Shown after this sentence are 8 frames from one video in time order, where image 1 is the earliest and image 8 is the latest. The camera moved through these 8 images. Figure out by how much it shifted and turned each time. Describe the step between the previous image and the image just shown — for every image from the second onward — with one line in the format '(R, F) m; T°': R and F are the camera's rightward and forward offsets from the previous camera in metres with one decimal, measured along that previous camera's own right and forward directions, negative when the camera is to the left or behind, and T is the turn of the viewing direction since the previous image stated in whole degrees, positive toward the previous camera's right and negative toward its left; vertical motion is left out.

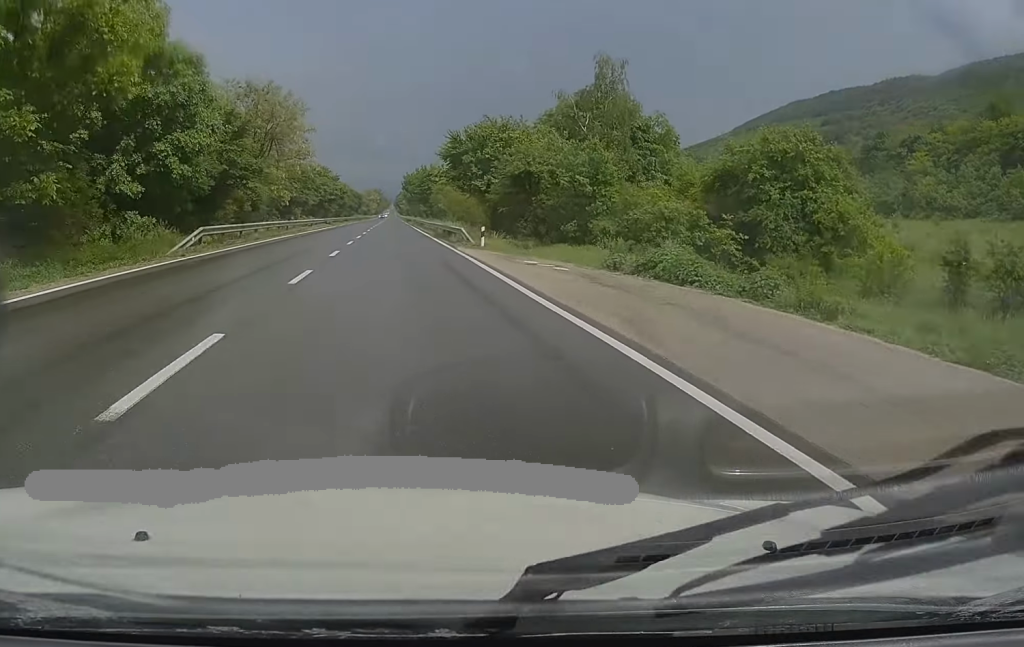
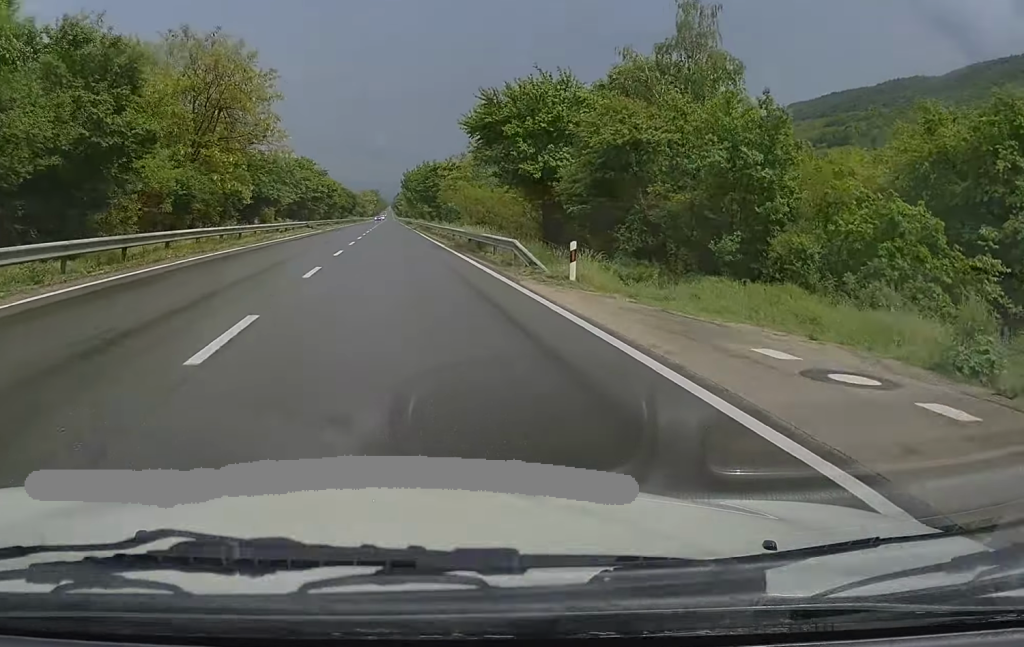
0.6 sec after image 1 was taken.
(+0.1, +16.0) m; 0°
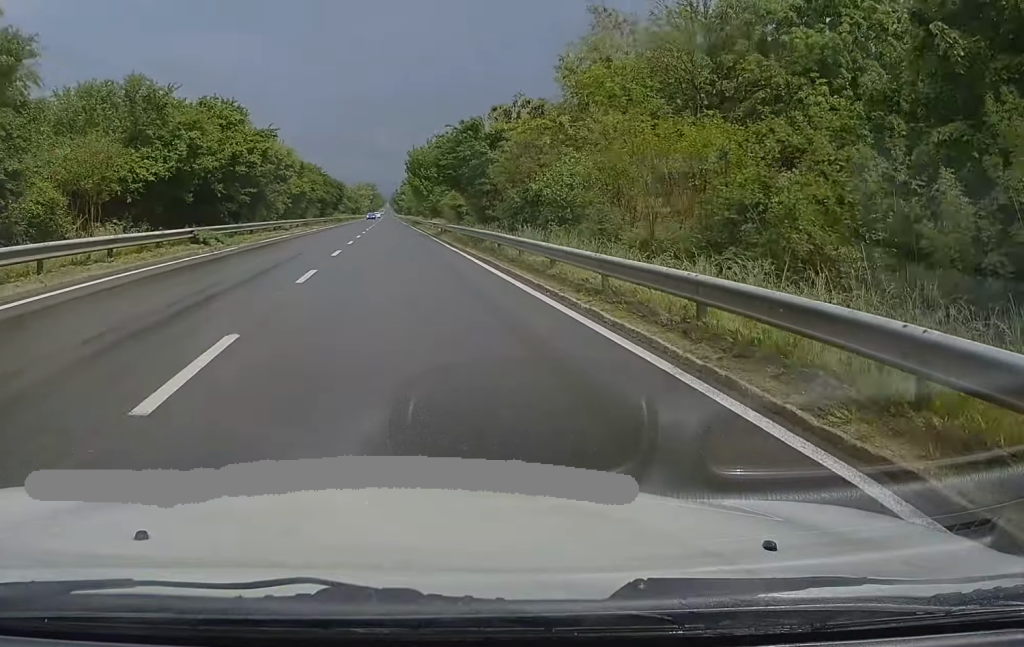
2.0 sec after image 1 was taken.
(0.0, +36.8) m; 0°
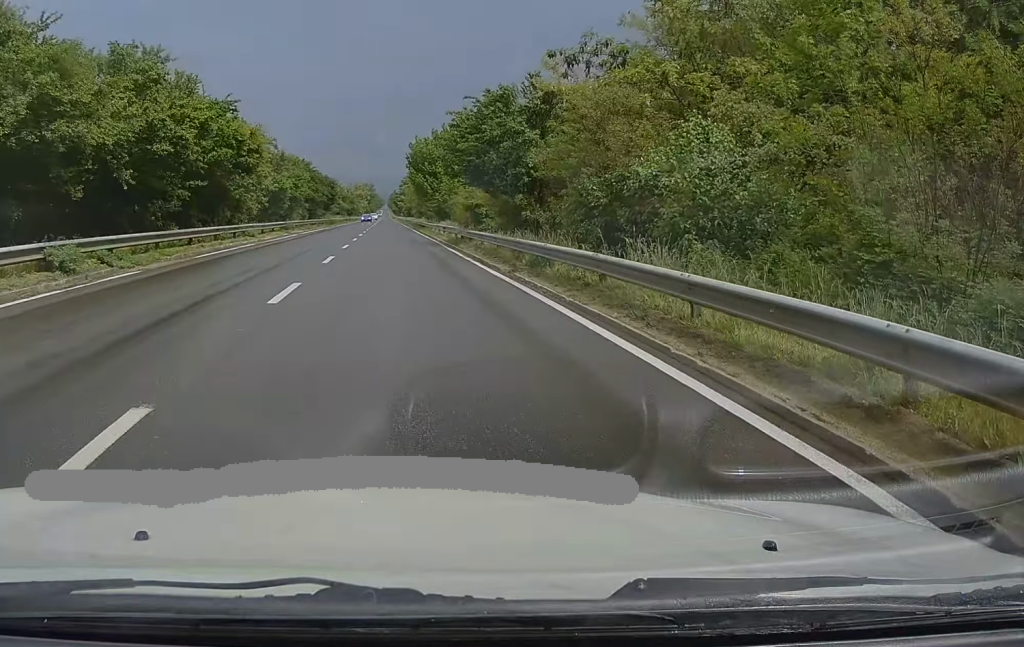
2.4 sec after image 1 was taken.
(0.0, +11.8) m; 0°
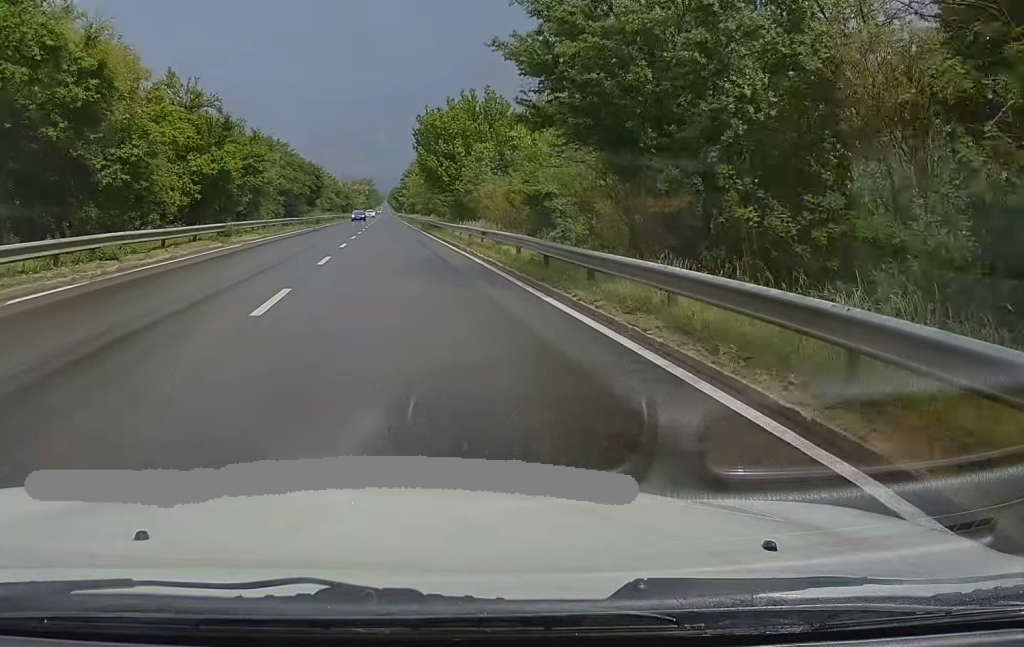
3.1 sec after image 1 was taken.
(0.0, +19.2) m; 0°
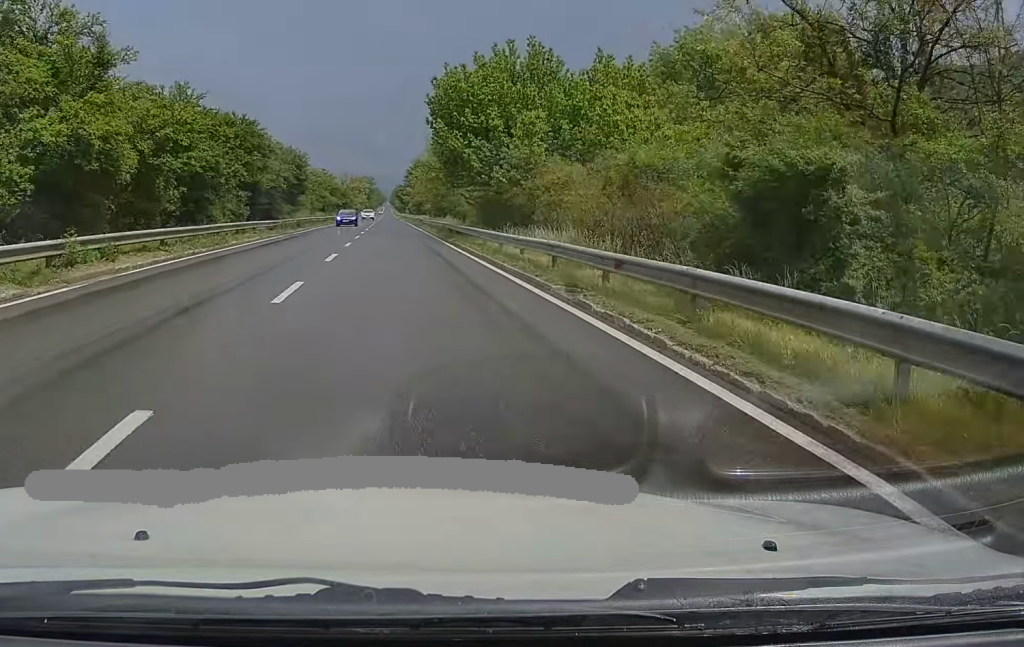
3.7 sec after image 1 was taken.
(0.0, +16.5) m; 0°
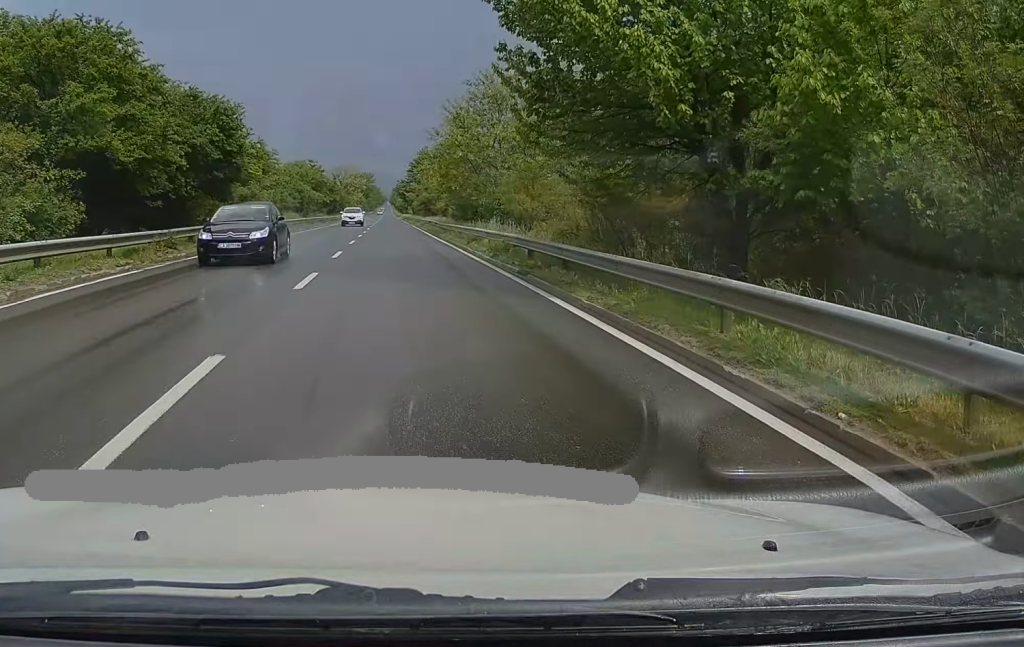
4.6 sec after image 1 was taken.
(+0.1, +24.7) m; 0°
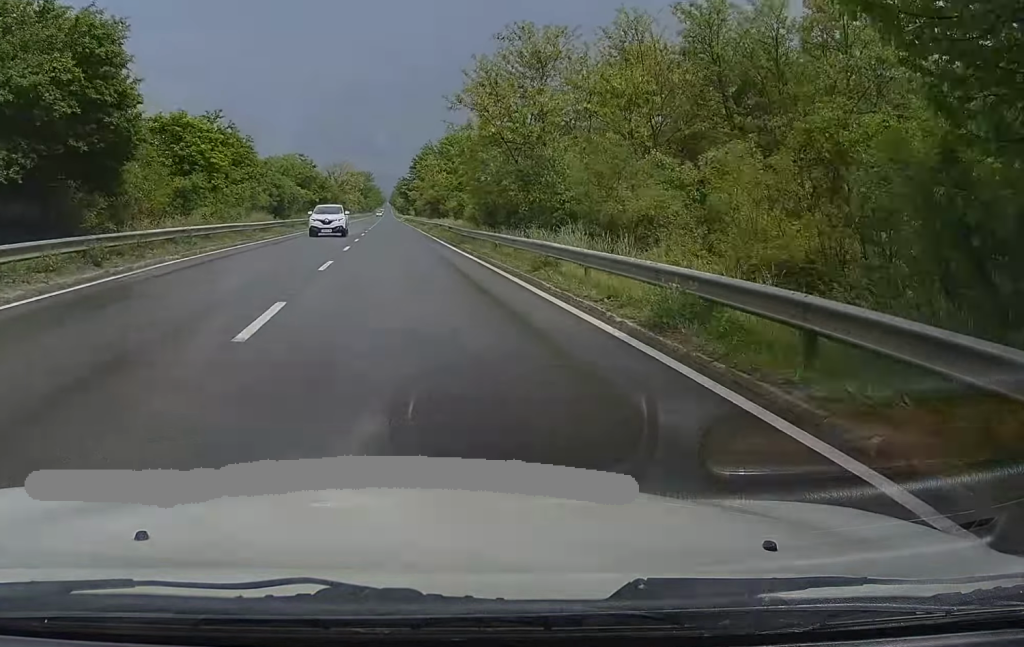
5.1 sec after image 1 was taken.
(0.0, +13.7) m; 0°
